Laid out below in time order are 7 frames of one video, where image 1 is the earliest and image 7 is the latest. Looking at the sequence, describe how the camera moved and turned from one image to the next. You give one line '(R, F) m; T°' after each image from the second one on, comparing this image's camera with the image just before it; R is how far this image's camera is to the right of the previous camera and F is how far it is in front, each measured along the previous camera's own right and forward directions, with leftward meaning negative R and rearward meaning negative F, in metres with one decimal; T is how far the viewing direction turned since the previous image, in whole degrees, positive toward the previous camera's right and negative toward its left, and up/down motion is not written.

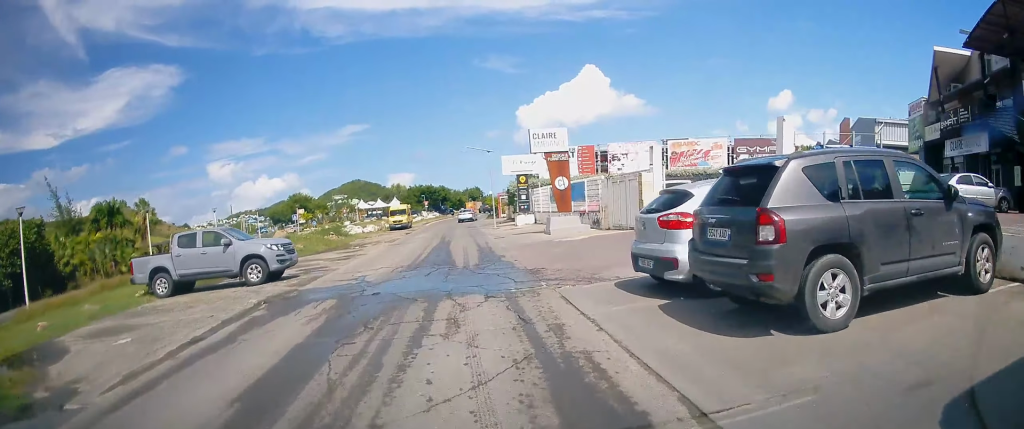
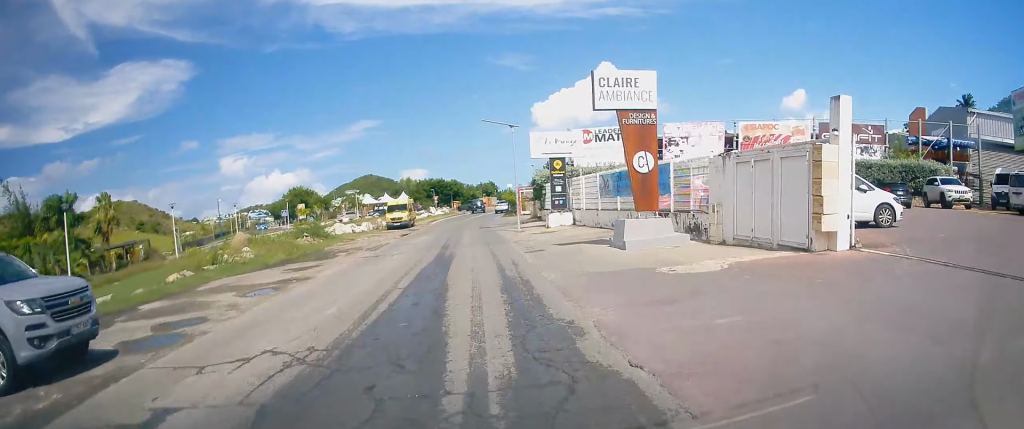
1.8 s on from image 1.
(-0.8, +10.6) m; -2°
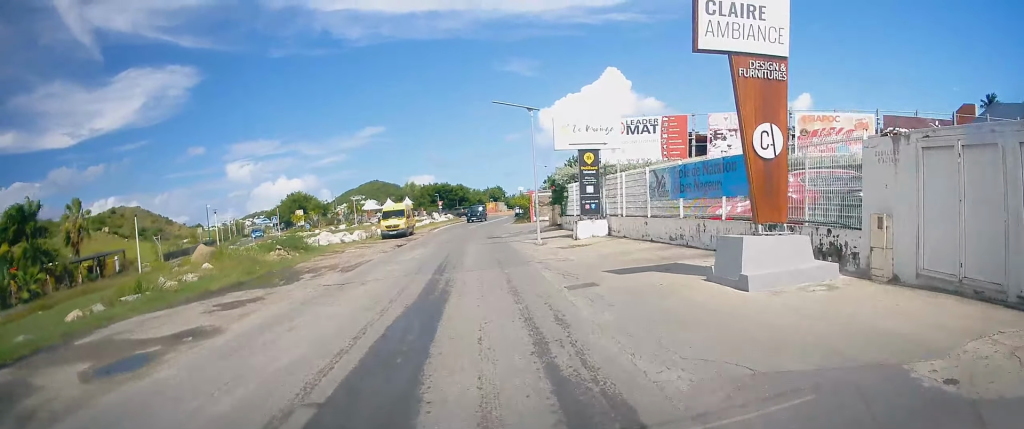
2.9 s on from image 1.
(+0.5, +6.4) m; +2°
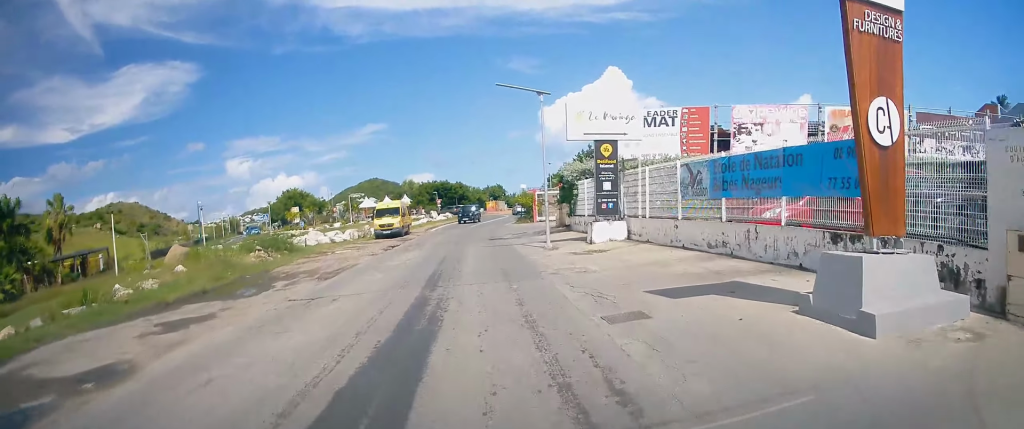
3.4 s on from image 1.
(0.0, +2.9) m; -1°
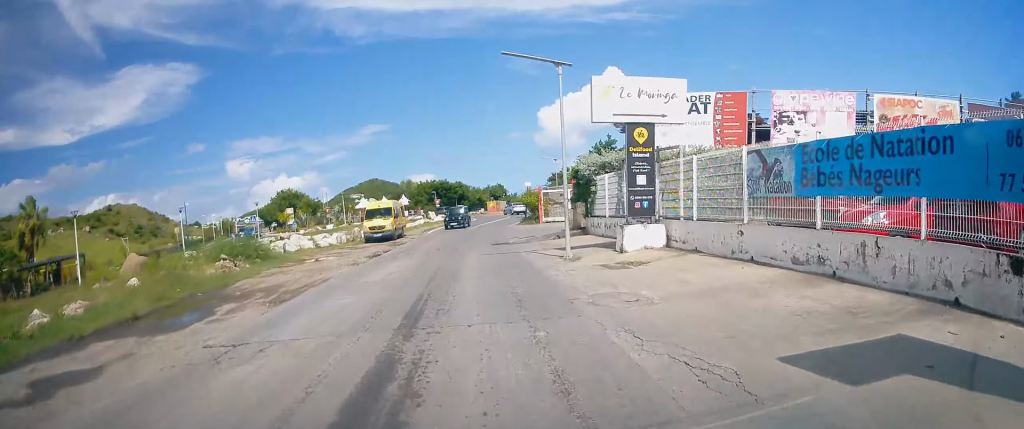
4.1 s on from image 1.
(-0.3, +4.1) m; -3°
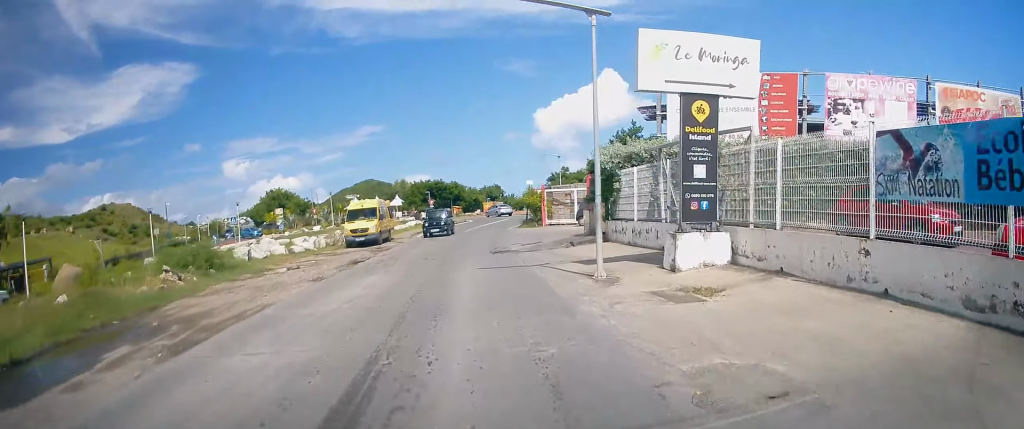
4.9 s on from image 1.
(0.0, +4.5) m; +4°
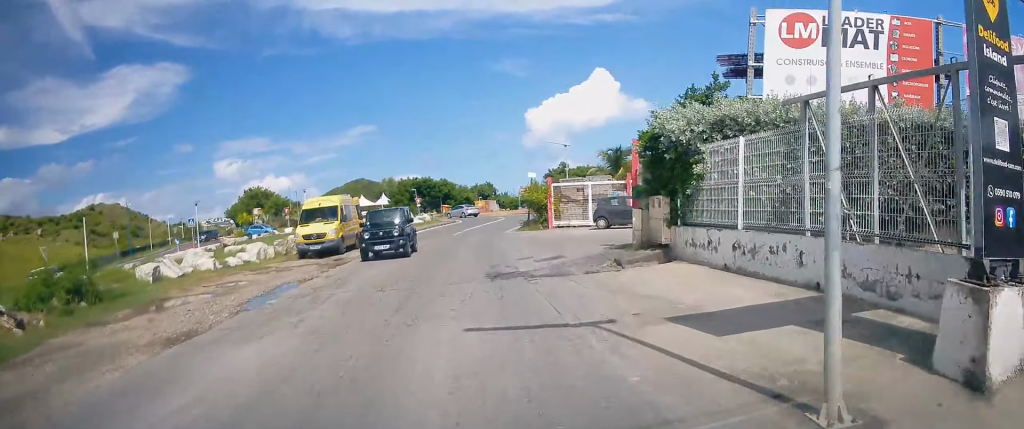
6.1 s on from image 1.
(+0.6, +7.6) m; +1°
